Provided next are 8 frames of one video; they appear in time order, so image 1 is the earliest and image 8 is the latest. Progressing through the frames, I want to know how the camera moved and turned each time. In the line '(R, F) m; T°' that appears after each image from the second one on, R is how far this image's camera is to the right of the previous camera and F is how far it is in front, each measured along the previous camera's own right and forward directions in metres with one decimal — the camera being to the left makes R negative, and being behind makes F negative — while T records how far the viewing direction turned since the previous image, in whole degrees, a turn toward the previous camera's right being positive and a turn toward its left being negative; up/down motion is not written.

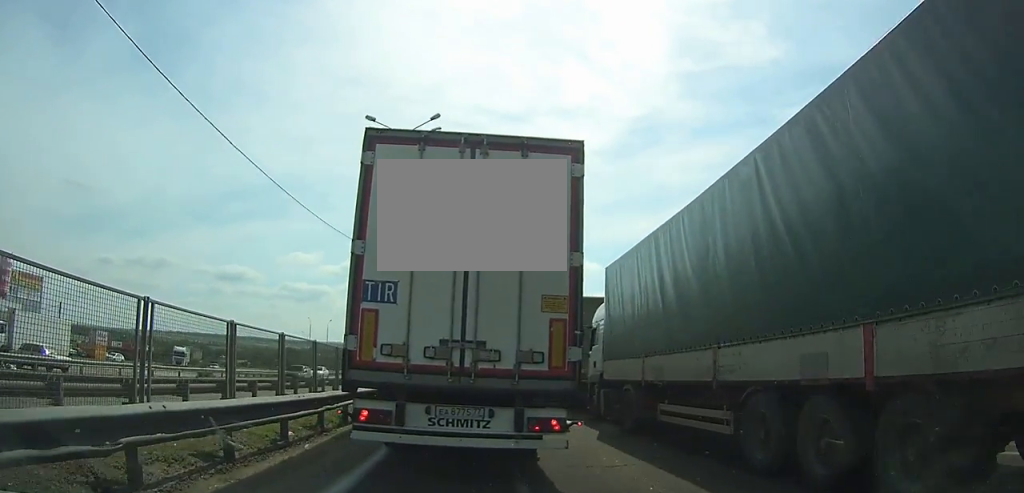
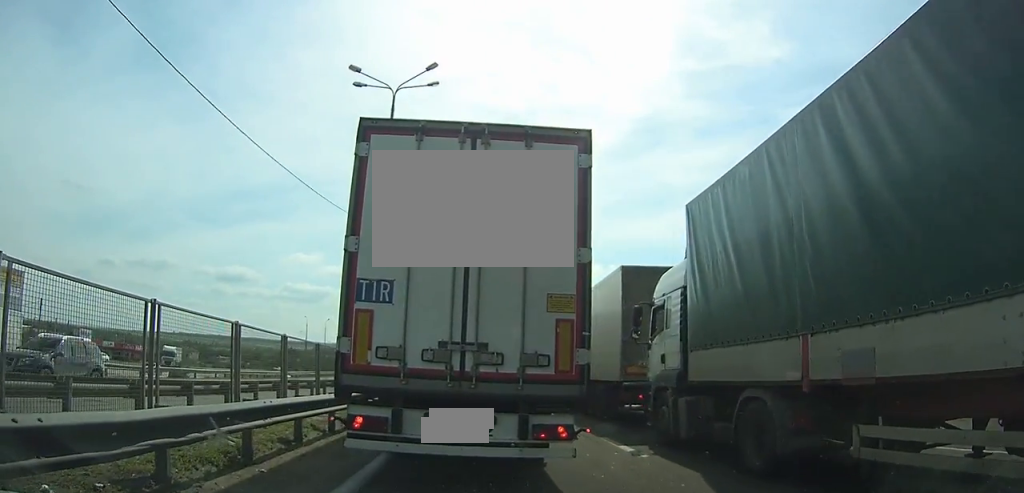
(-0.1, +5.6) m; 0°
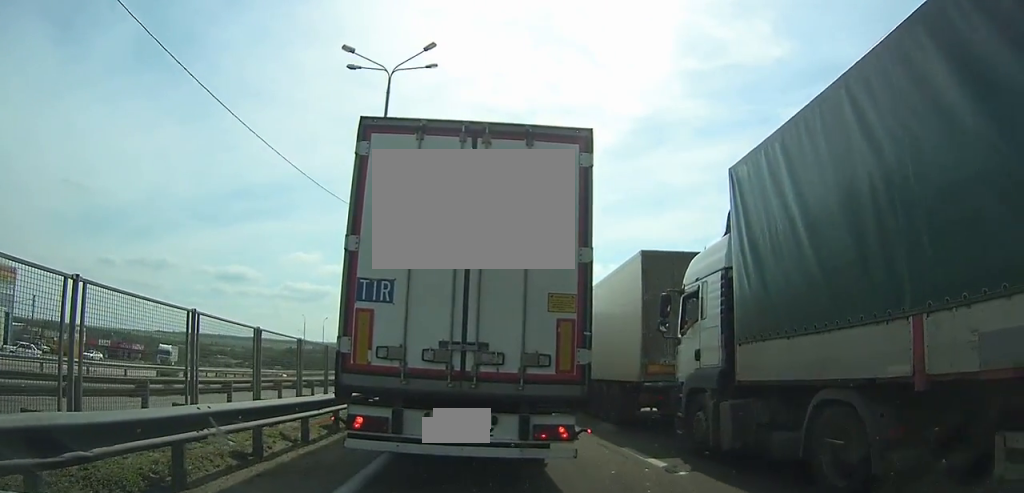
(0.0, +2.0) m; 0°
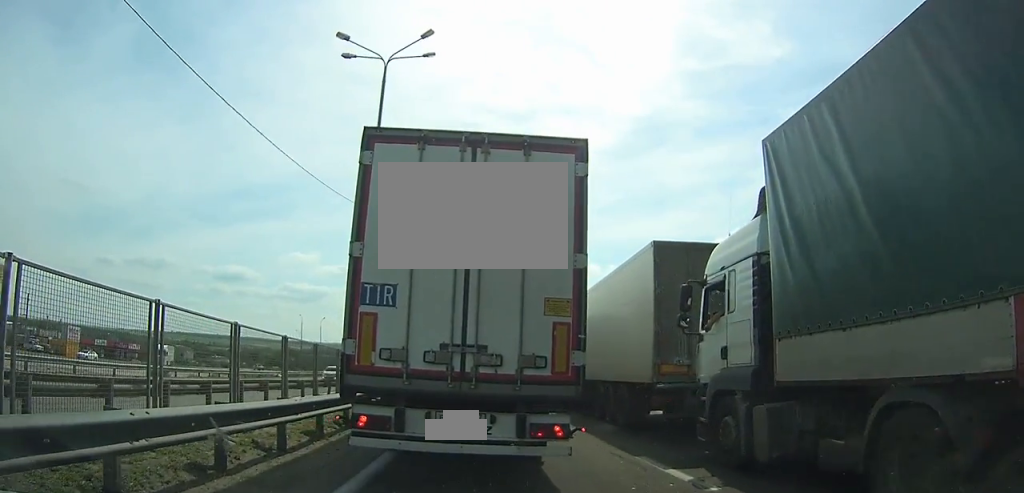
(0.0, +1.4) m; 0°
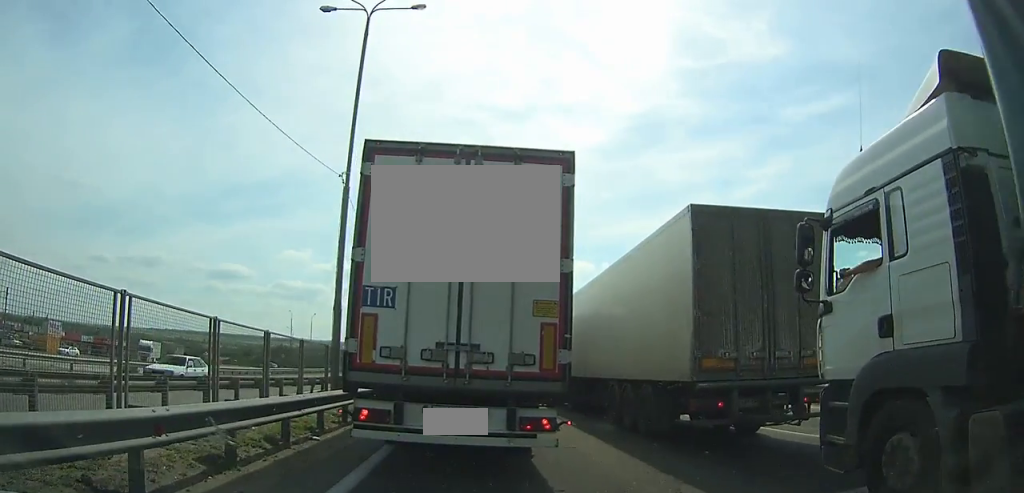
(0.0, +3.2) m; +4°
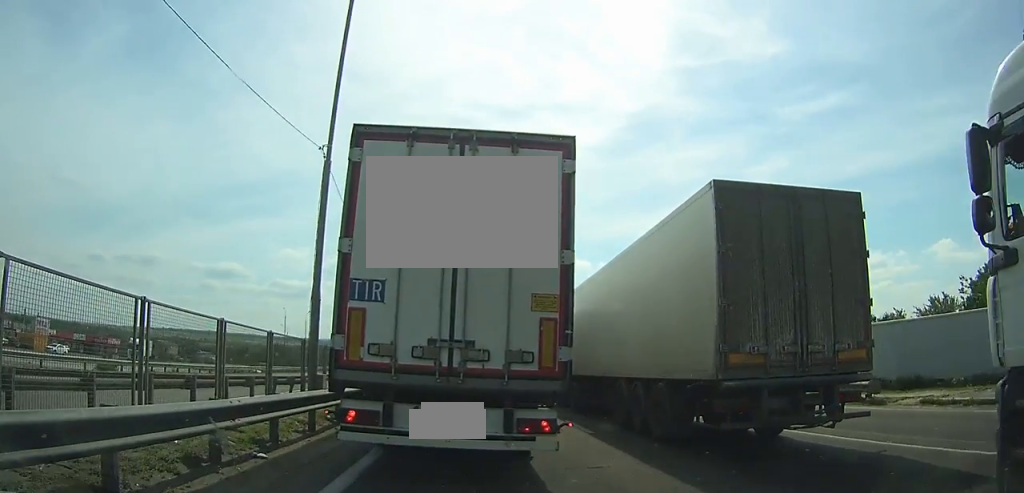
(+0.1, +1.5) m; +1°
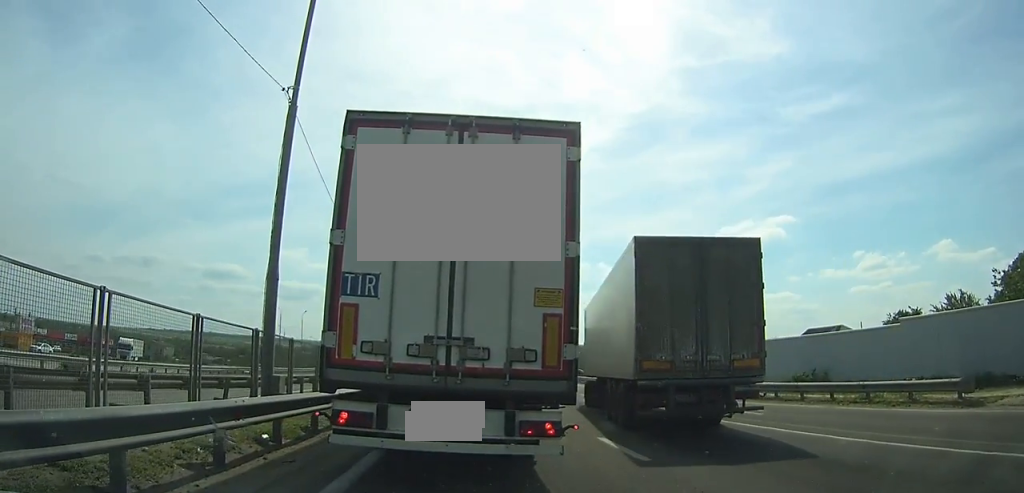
(-0.1, +5.2) m; -3°
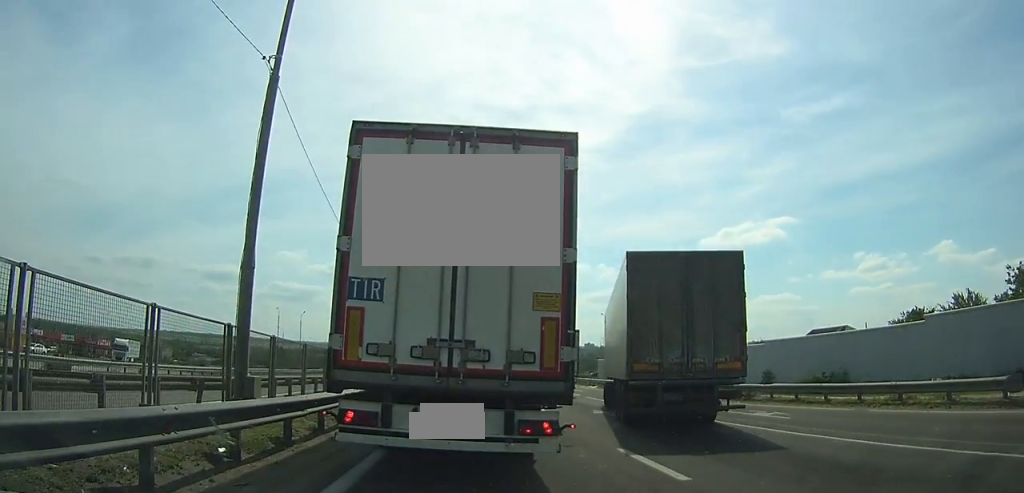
(0.0, +1.6) m; 0°
